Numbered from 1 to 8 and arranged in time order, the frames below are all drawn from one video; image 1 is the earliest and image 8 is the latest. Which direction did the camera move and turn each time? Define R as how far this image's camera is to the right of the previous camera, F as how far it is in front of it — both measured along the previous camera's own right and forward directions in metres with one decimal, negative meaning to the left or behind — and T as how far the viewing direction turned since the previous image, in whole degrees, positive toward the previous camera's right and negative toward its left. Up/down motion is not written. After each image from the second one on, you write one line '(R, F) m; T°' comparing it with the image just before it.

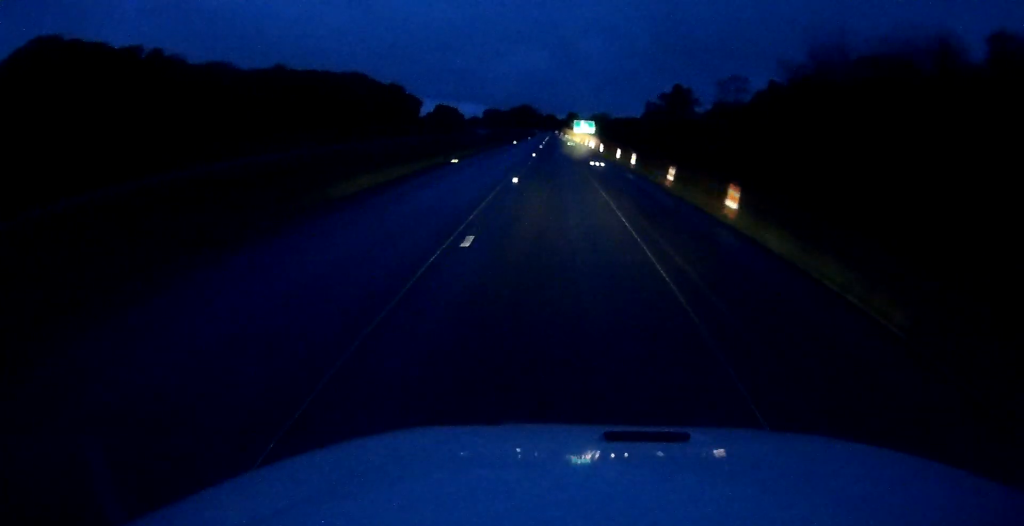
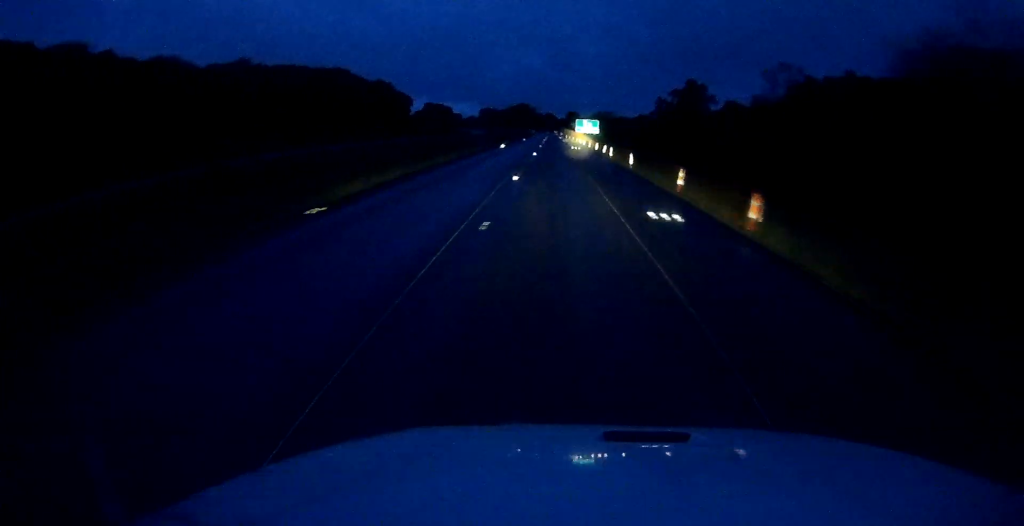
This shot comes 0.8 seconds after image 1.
(+0.2, +24.7) m; 0°
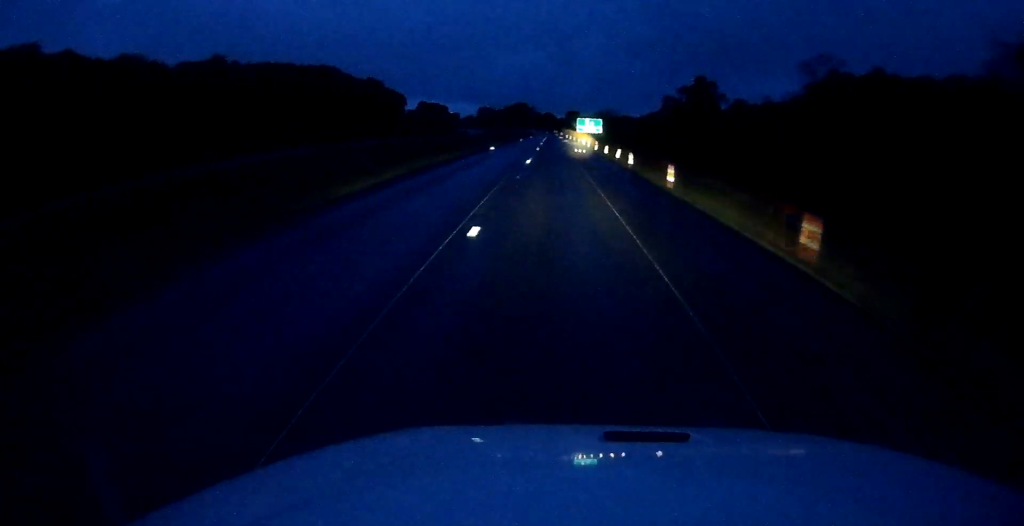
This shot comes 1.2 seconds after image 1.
(-0.2, +13.4) m; 0°
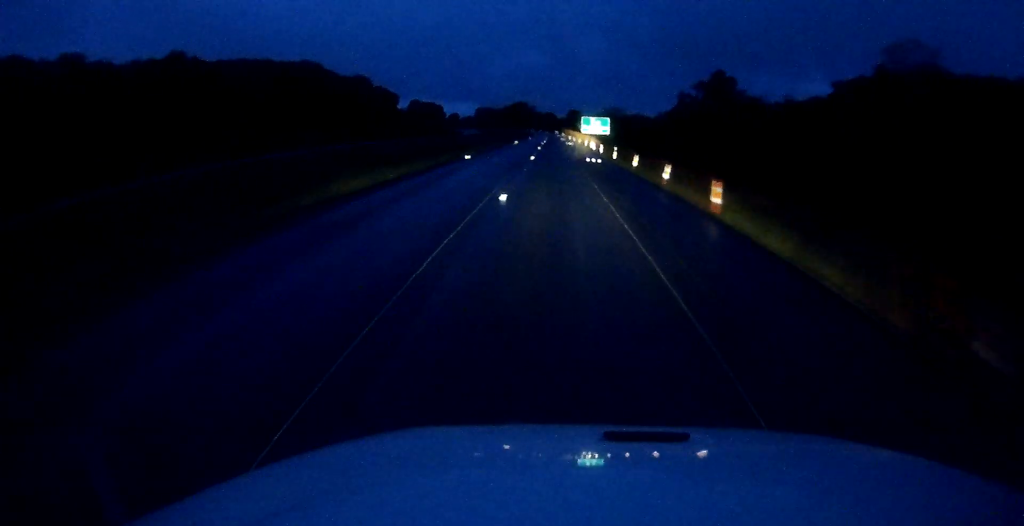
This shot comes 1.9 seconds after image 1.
(-0.1, +20.6) m; 0°
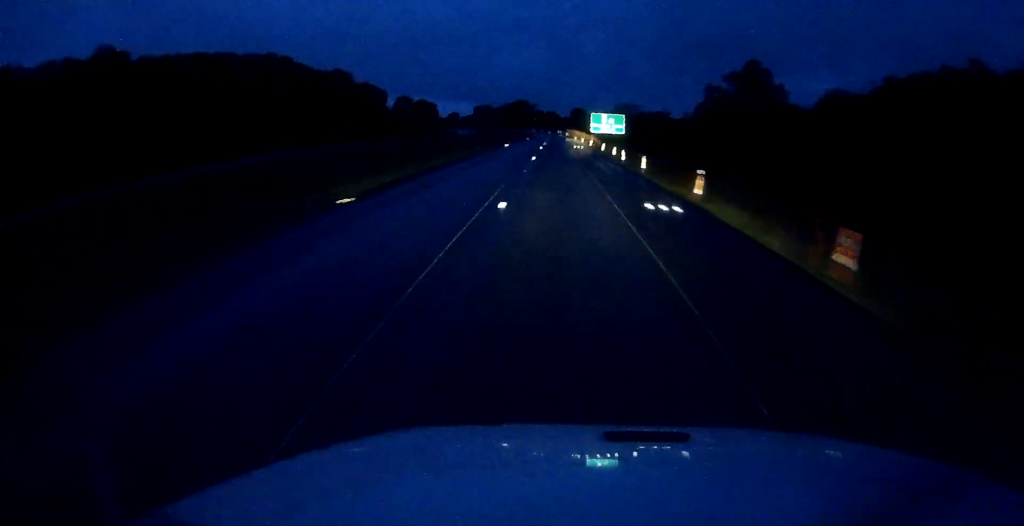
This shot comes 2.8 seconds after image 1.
(0.0, +28.9) m; 0°
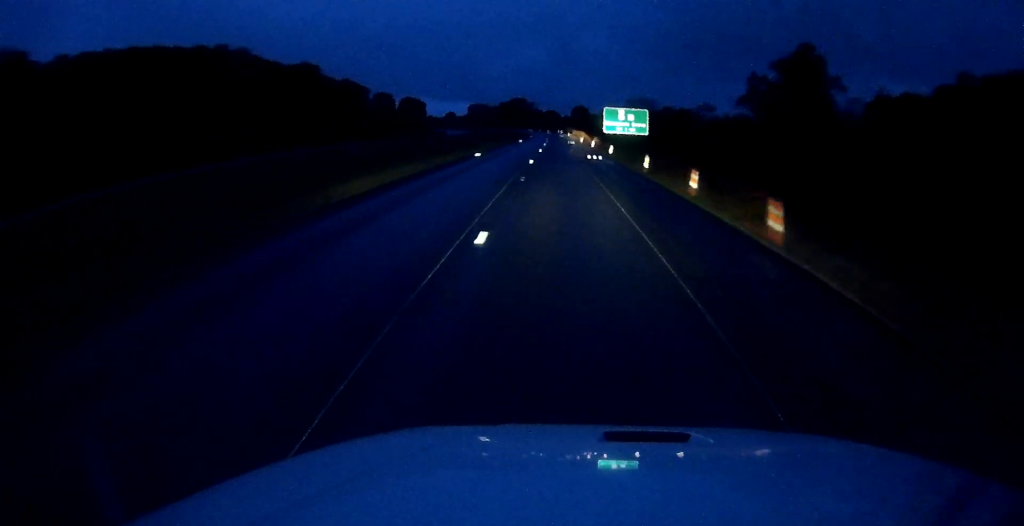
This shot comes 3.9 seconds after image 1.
(+0.2, +32.0) m; +1°
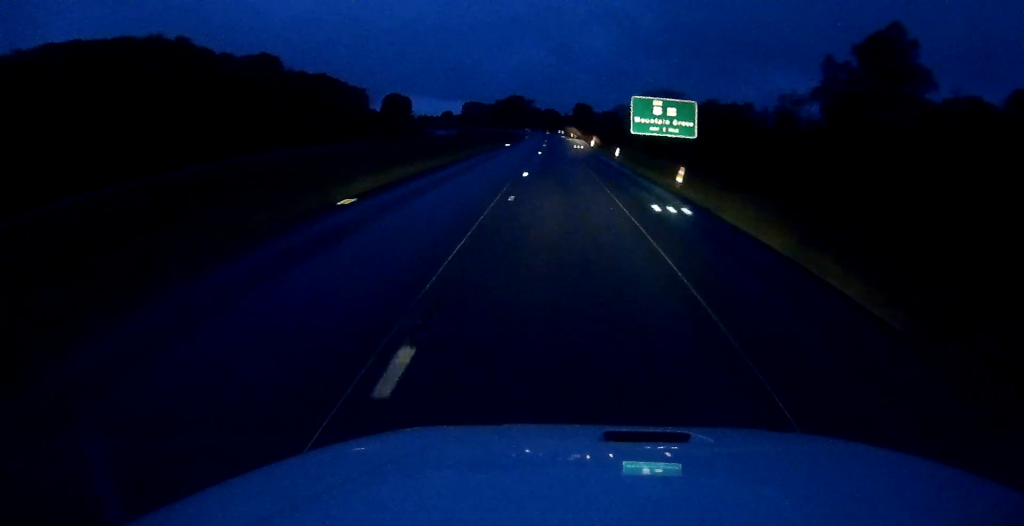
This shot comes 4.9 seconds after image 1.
(+0.2, +33.0) m; 0°
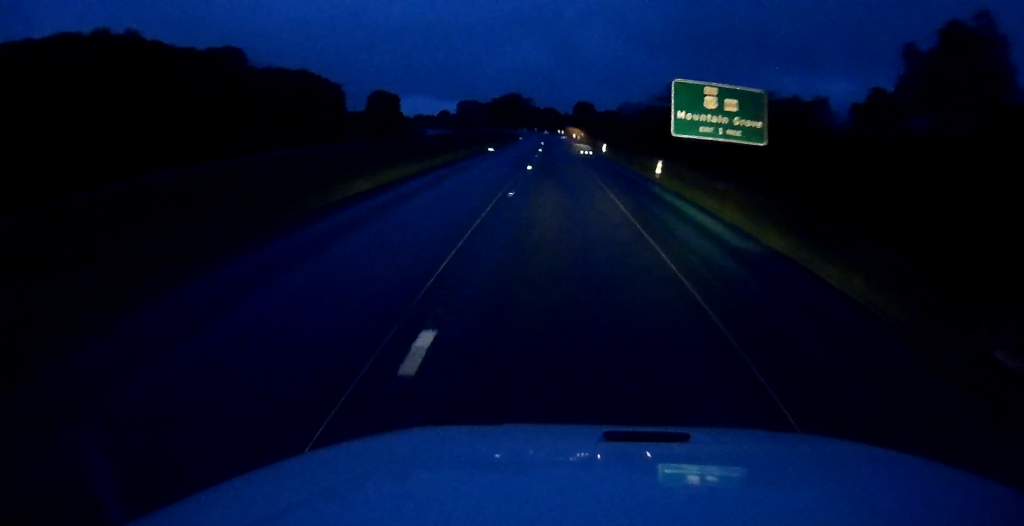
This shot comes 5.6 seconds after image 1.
(-0.2, +21.7) m; -1°
